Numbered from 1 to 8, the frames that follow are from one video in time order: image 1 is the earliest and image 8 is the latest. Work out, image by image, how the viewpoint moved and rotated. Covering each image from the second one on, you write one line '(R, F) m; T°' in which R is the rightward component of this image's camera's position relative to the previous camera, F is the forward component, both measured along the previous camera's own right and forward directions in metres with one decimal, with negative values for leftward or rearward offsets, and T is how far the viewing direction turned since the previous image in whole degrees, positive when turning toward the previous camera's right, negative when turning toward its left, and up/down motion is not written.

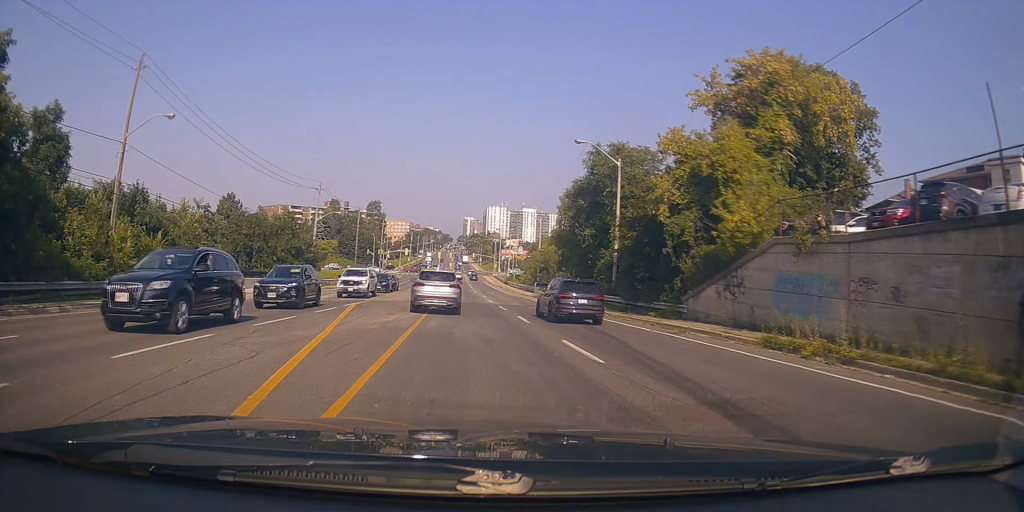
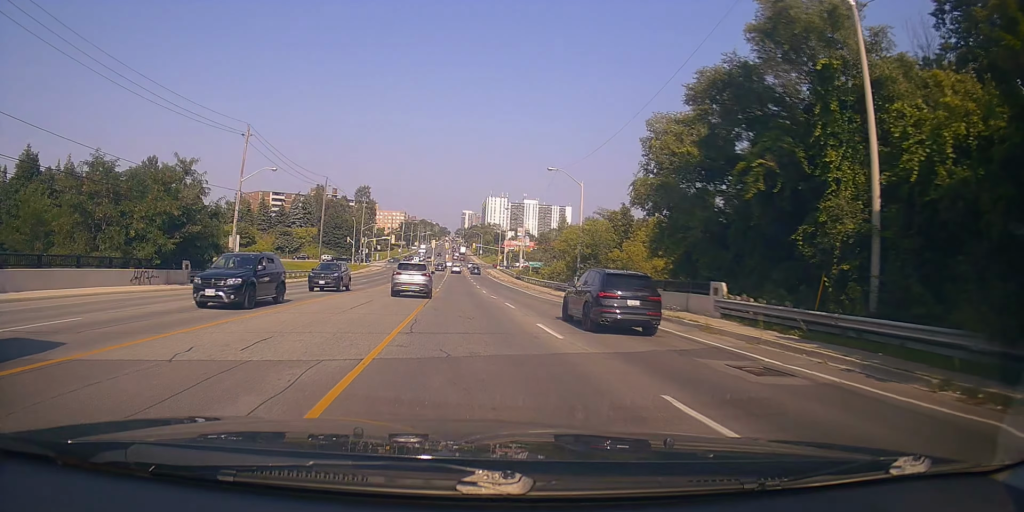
(0.0, +26.4) m; -2°
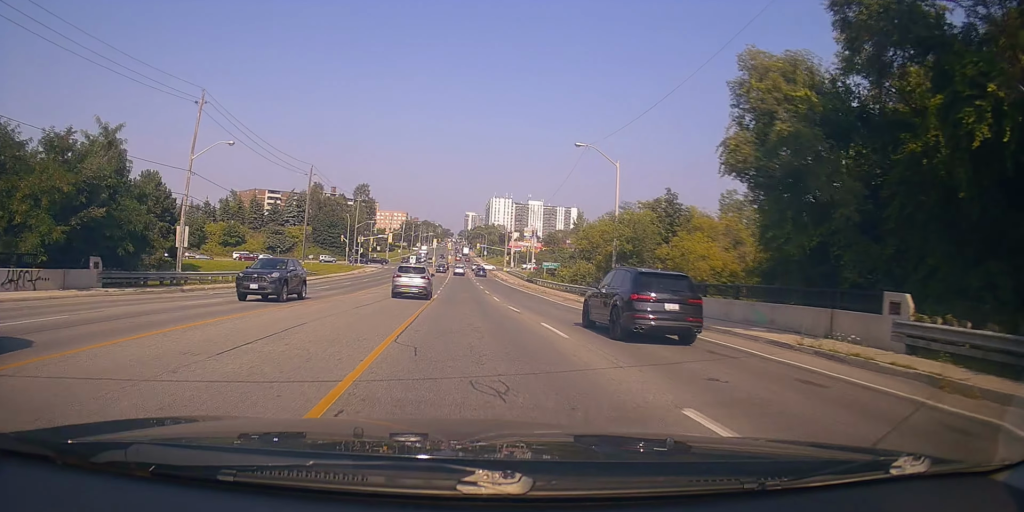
(-0.3, +10.4) m; 0°
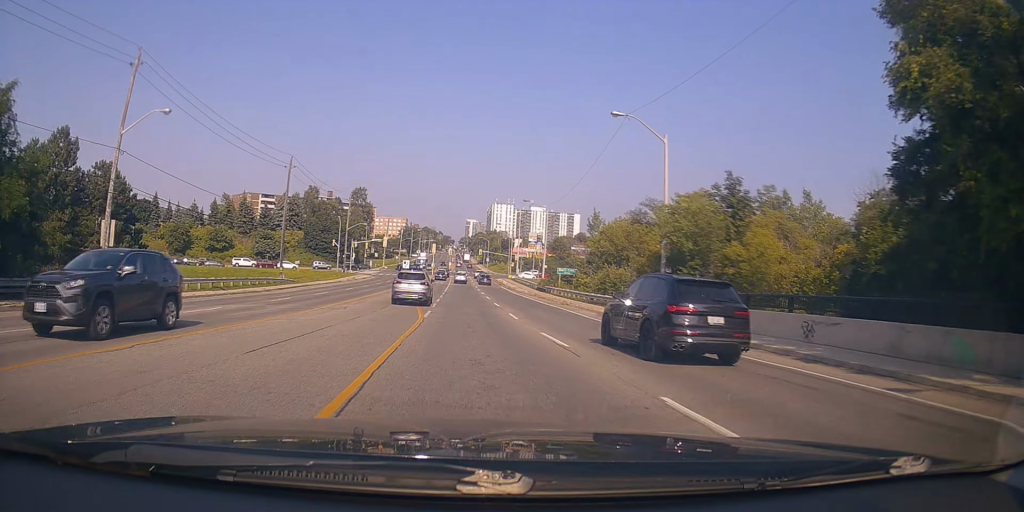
(0.0, +9.5) m; +1°
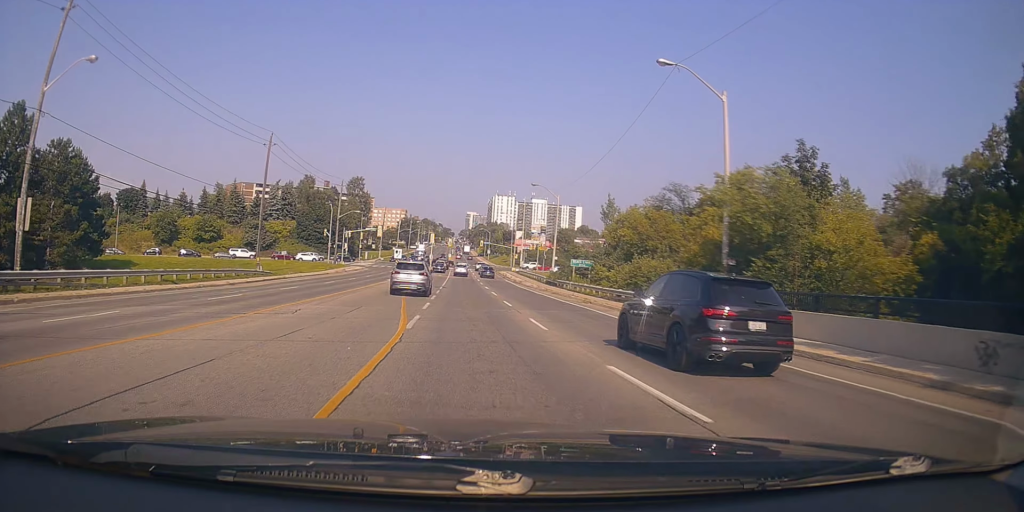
(+0.1, +7.3) m; +1°
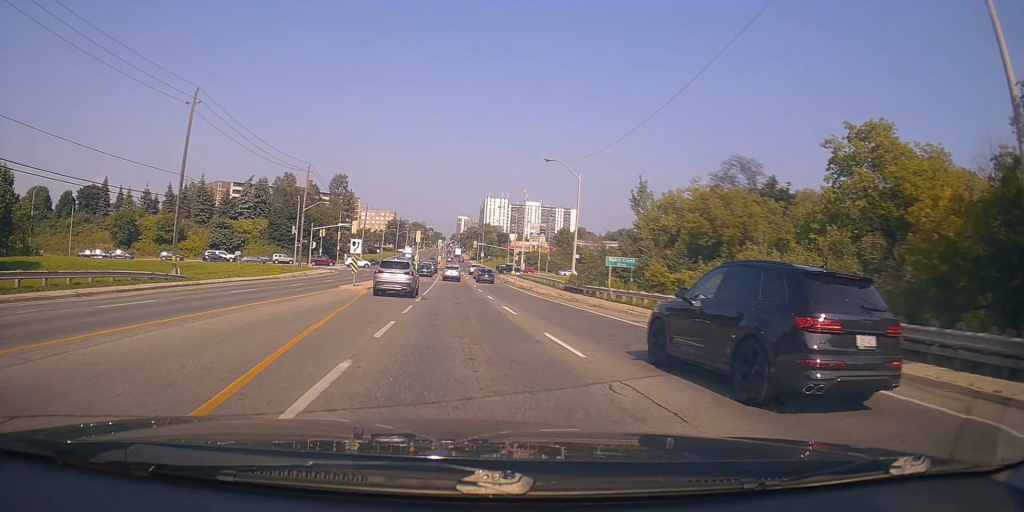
(0.0, +15.8) m; -1°
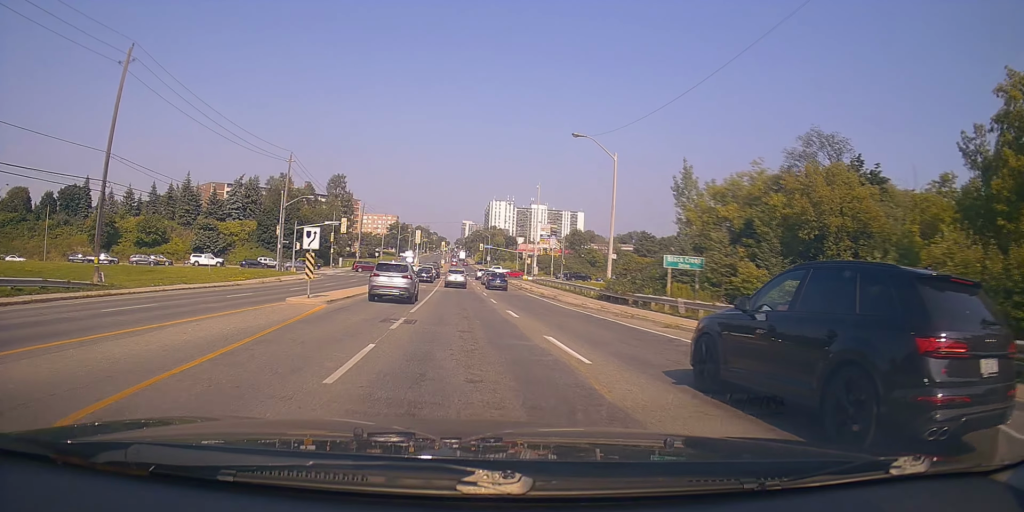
(-0.1, +10.3) m; -3°
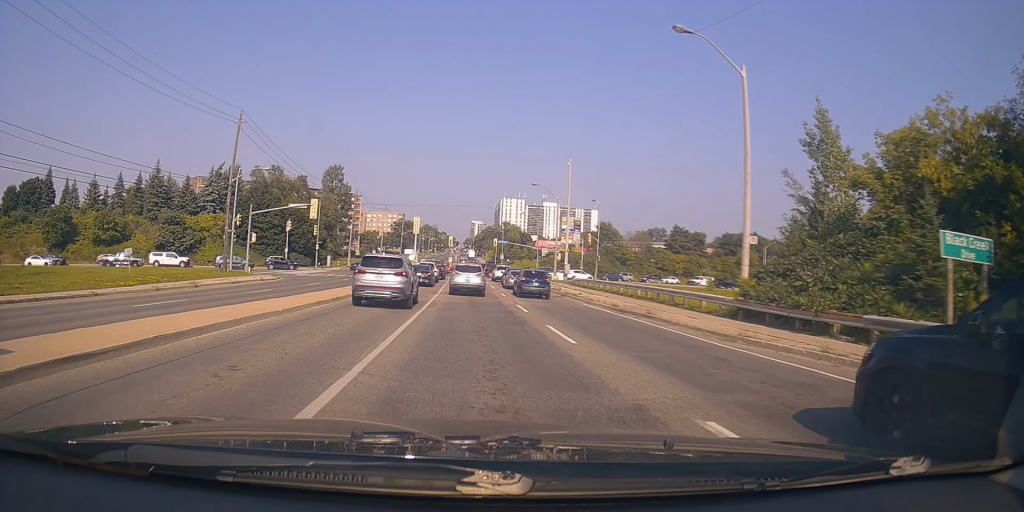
(+0.2, +17.4) m; +3°
